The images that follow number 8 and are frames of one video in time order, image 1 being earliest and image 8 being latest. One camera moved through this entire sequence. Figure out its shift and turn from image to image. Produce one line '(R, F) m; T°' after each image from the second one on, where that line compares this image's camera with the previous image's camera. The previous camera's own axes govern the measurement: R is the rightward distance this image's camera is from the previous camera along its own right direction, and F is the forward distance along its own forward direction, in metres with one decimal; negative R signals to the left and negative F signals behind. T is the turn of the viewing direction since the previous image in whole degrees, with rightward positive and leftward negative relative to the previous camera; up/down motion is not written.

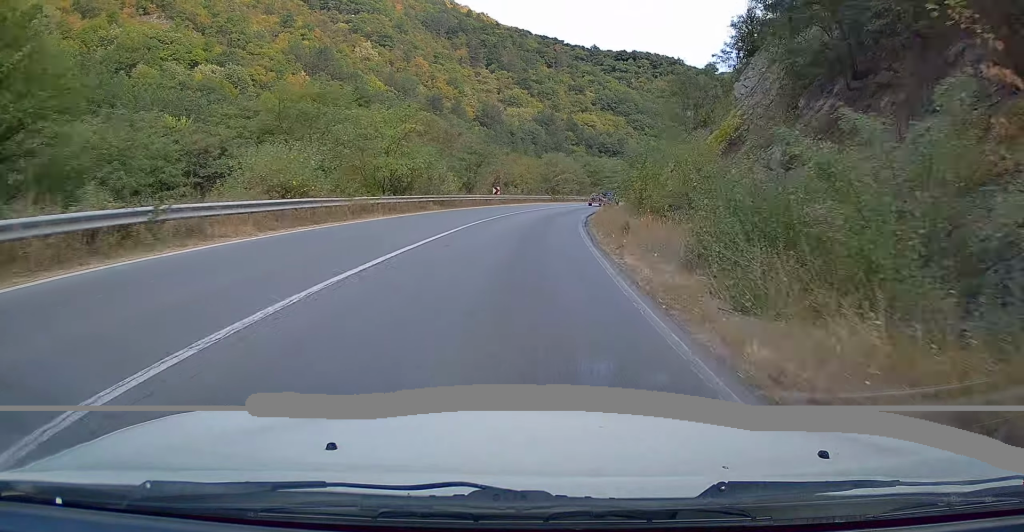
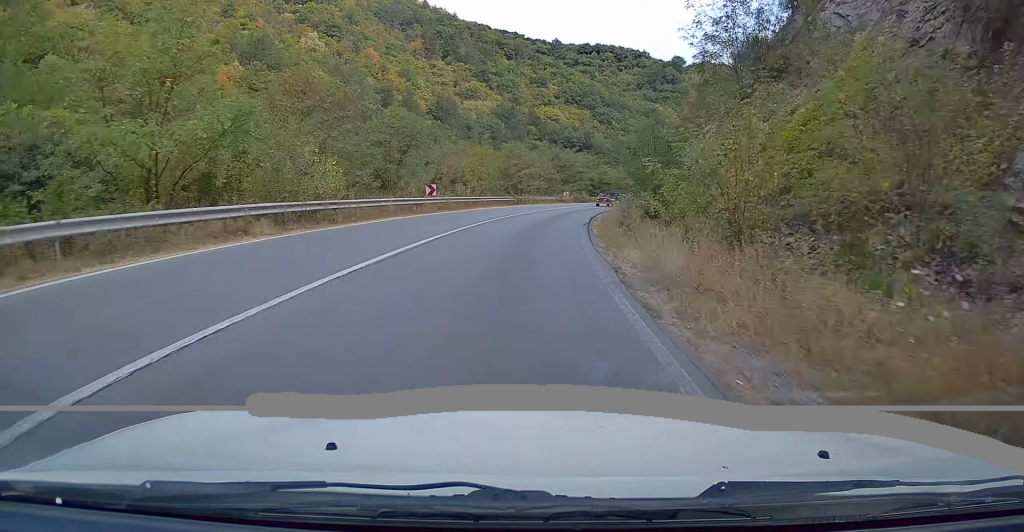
(+0.8, +18.4) m; +5°
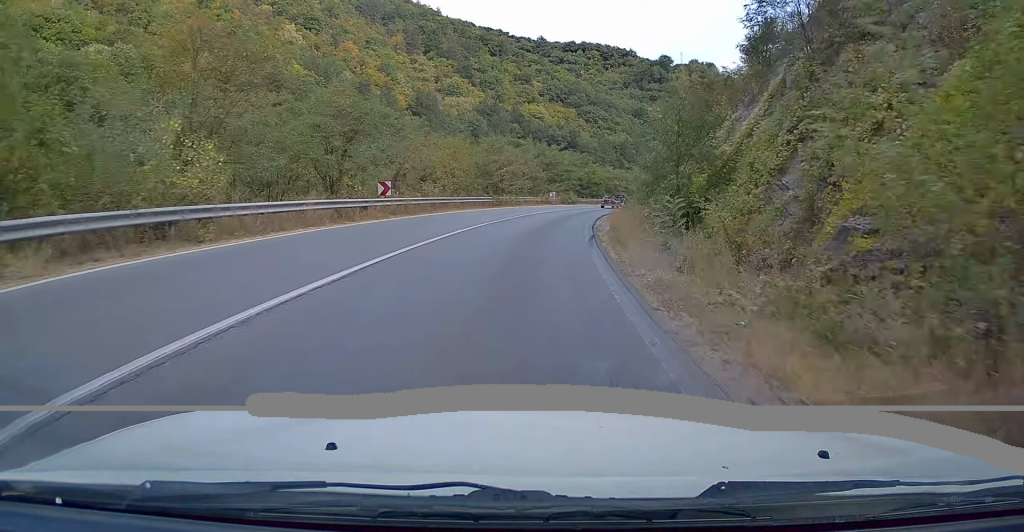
(0.0, +8.2) m; +2°
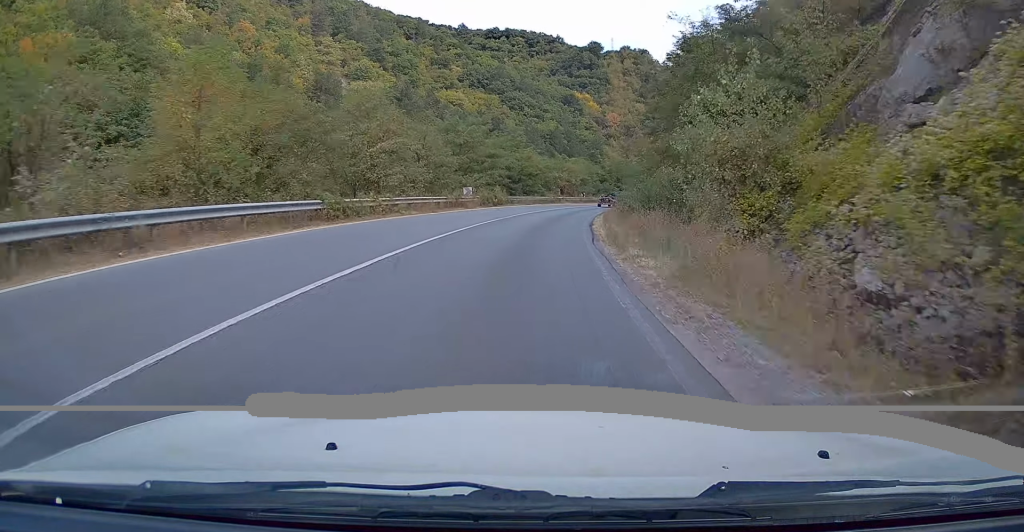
(+1.9, +27.5) m; +7°
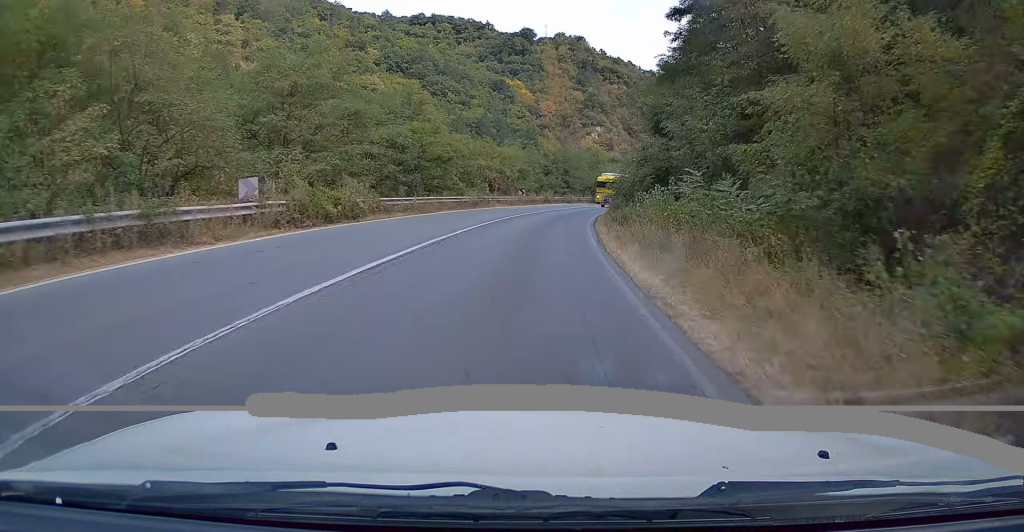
(+1.5, +27.8) m; +6°
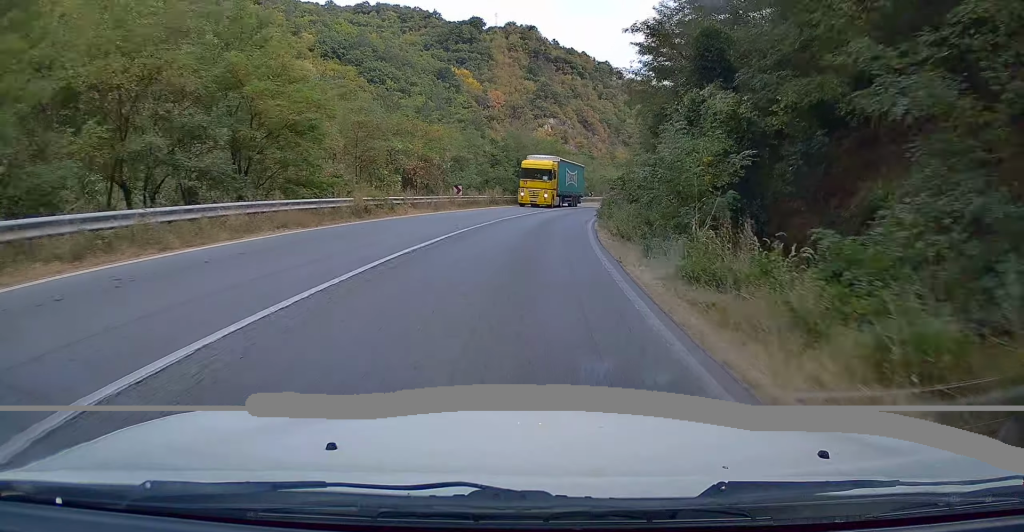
(+0.8, +19.0) m; +5°
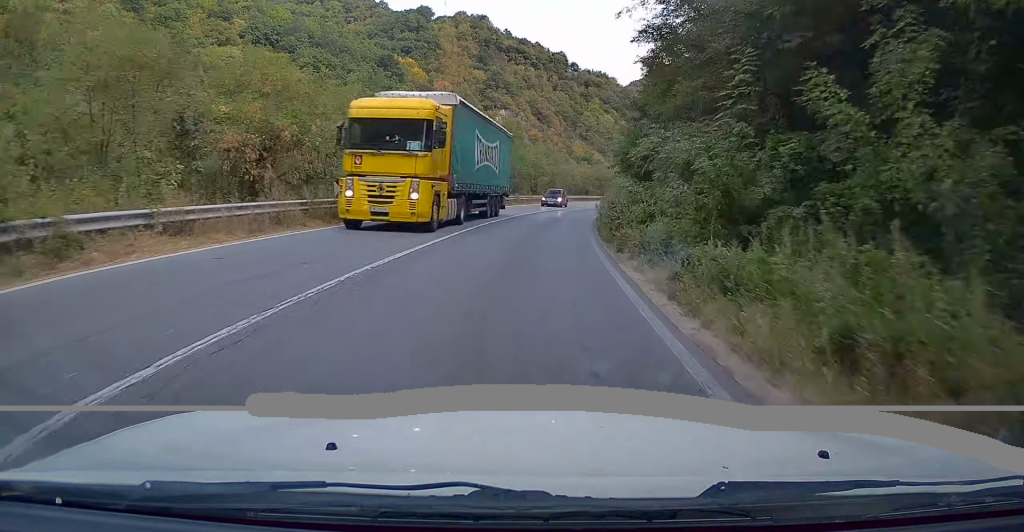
(+0.8, +17.8) m; +5°
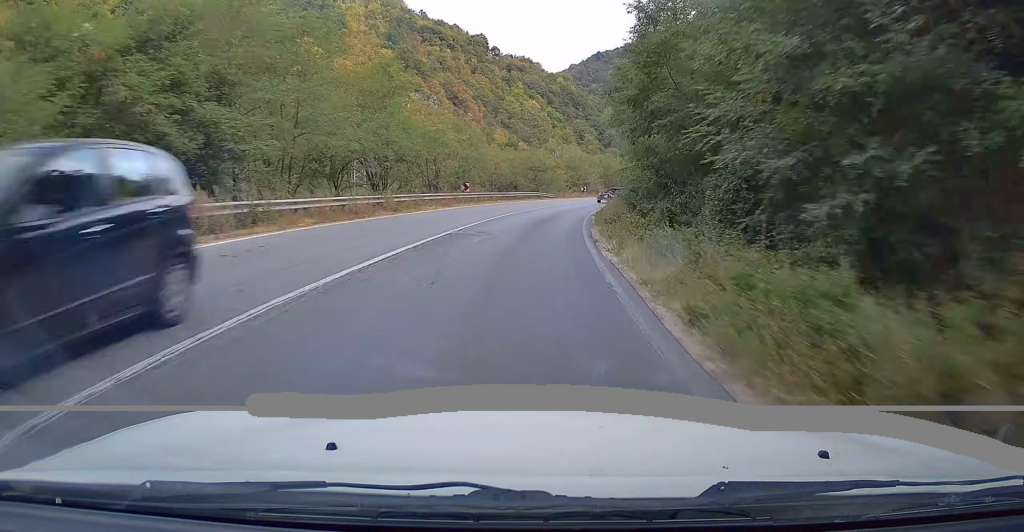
(+1.6, +29.0) m; +6°
